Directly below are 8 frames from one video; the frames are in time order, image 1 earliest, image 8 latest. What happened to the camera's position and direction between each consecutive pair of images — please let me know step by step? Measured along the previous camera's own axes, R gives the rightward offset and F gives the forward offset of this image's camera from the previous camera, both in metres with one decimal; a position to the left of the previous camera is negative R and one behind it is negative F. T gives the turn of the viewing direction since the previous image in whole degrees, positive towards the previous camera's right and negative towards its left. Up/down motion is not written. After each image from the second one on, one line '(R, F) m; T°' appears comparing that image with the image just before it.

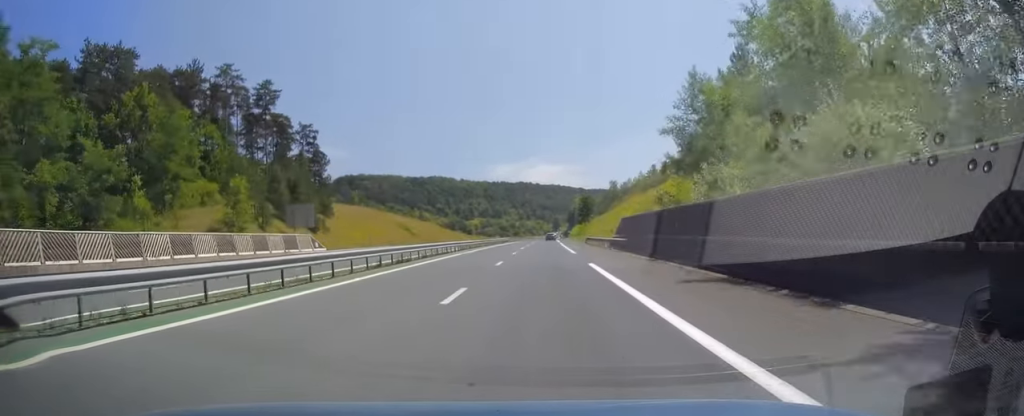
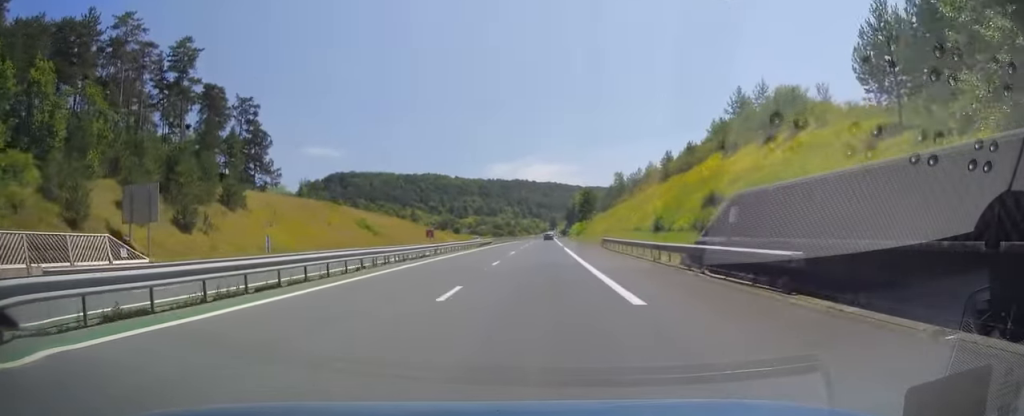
(0.0, +25.7) m; 0°
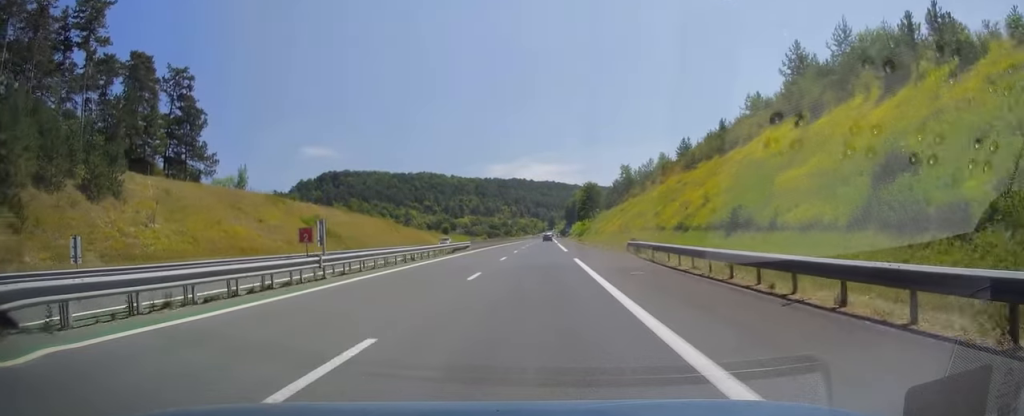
(0.0, +20.2) m; 0°
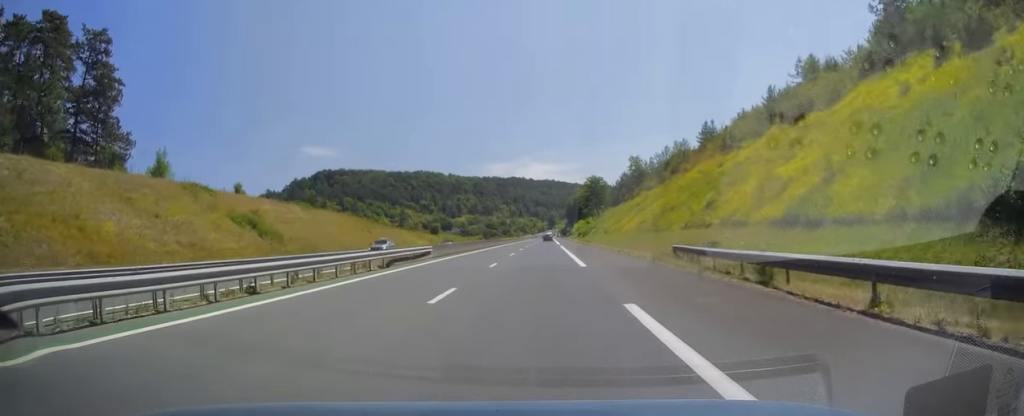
(0.0, +18.7) m; +1°
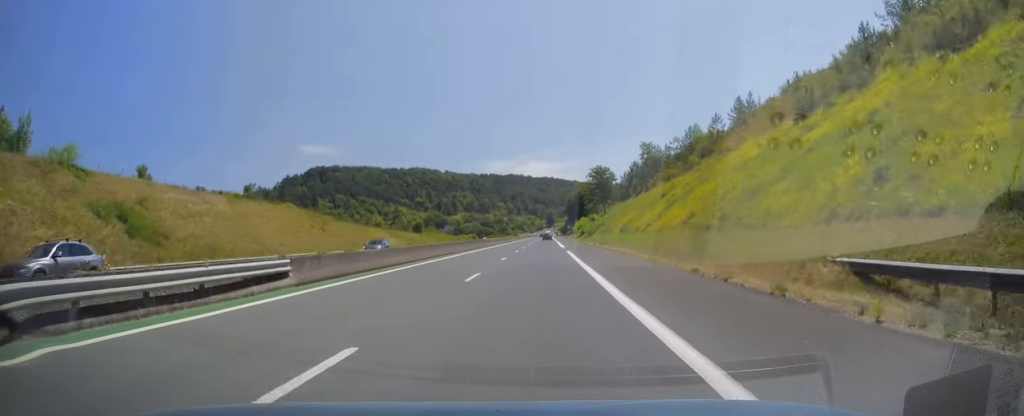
(+0.1, +20.8) m; 0°
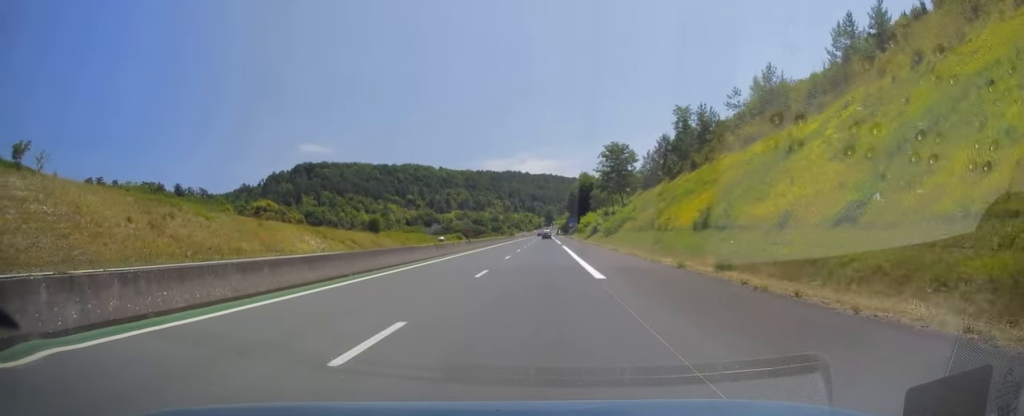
(0.0, +37.2) m; -1°
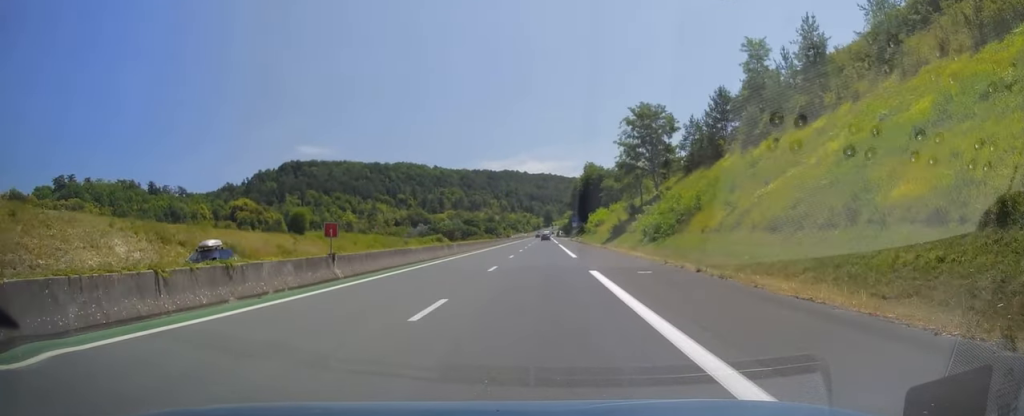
(-0.2, +35.6) m; 0°
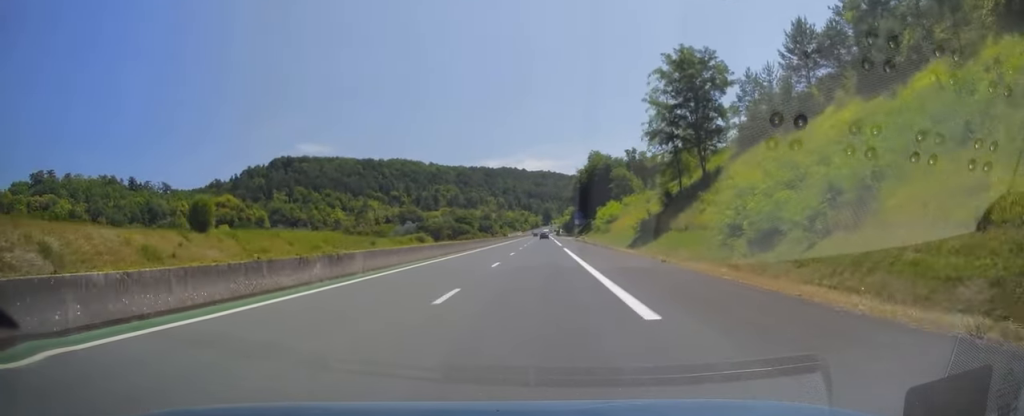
(+0.2, +23.8) m; 0°
